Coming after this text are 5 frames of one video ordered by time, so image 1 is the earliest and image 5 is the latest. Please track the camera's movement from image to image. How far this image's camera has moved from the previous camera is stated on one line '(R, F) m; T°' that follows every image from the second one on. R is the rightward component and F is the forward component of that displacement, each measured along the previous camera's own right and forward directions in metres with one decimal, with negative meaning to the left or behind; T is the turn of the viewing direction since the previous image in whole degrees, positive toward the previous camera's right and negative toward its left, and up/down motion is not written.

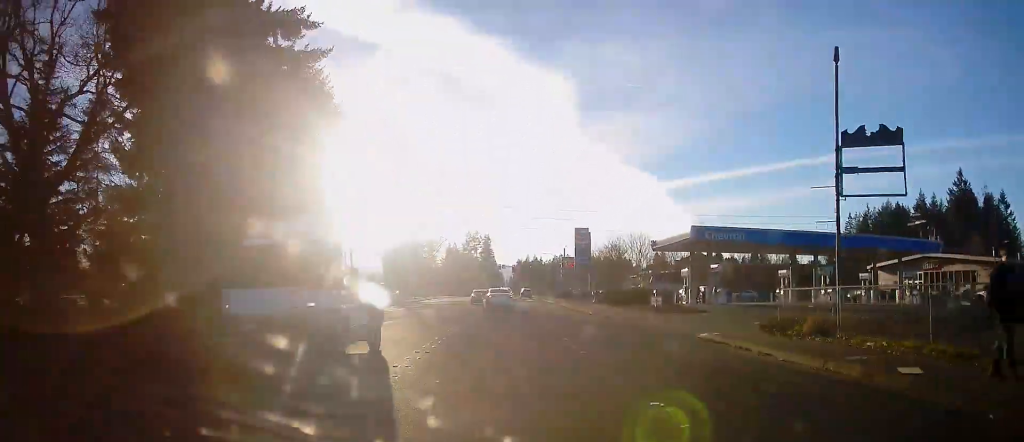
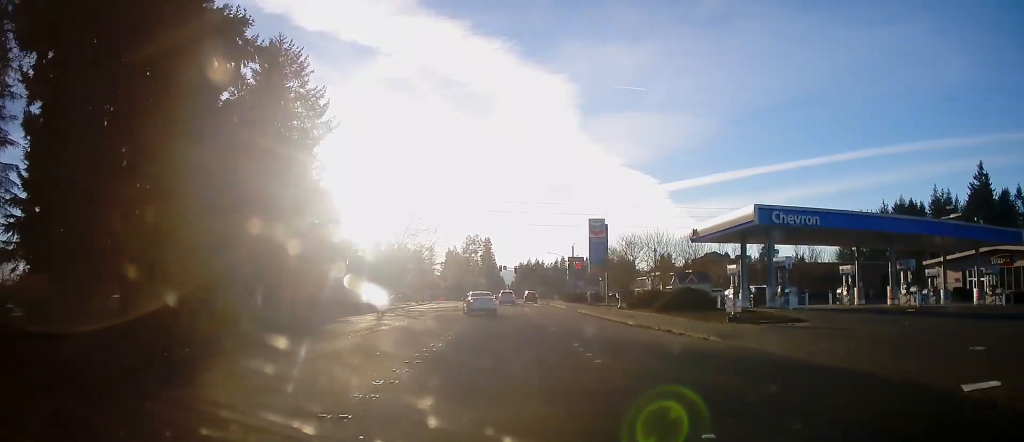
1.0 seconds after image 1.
(0.0, +11.4) m; 0°
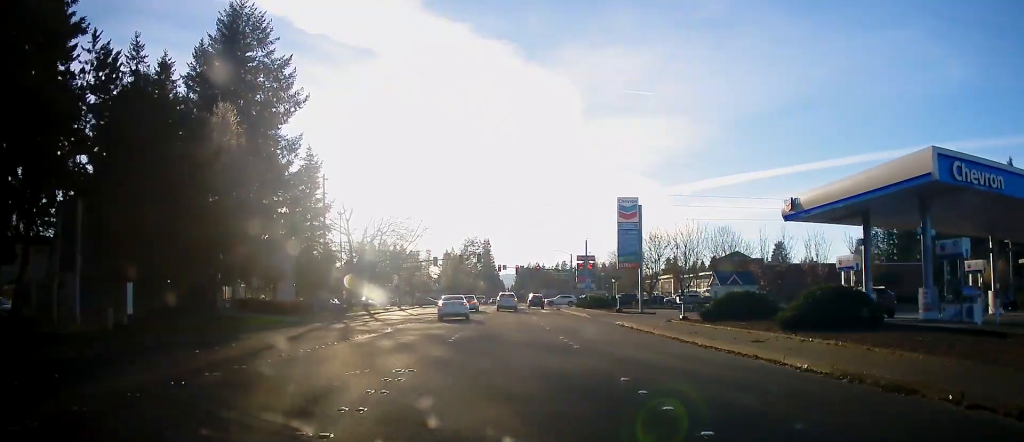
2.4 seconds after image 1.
(0.0, +15.2) m; 0°
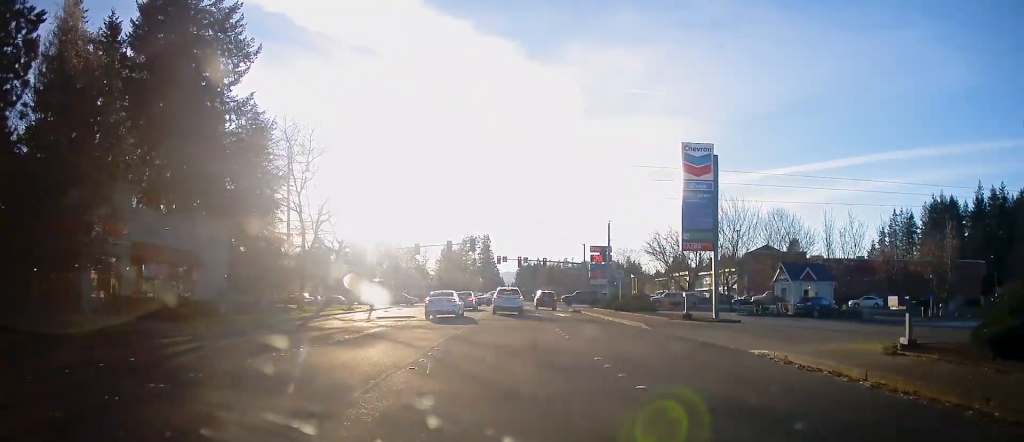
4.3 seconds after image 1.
(-0.5, +16.7) m; -4°
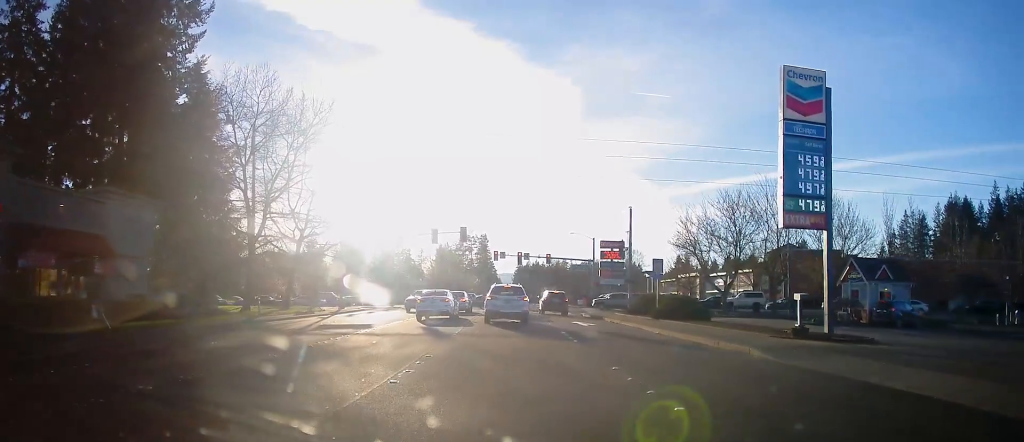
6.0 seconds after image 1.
(+0.1, +11.0) m; +4°
